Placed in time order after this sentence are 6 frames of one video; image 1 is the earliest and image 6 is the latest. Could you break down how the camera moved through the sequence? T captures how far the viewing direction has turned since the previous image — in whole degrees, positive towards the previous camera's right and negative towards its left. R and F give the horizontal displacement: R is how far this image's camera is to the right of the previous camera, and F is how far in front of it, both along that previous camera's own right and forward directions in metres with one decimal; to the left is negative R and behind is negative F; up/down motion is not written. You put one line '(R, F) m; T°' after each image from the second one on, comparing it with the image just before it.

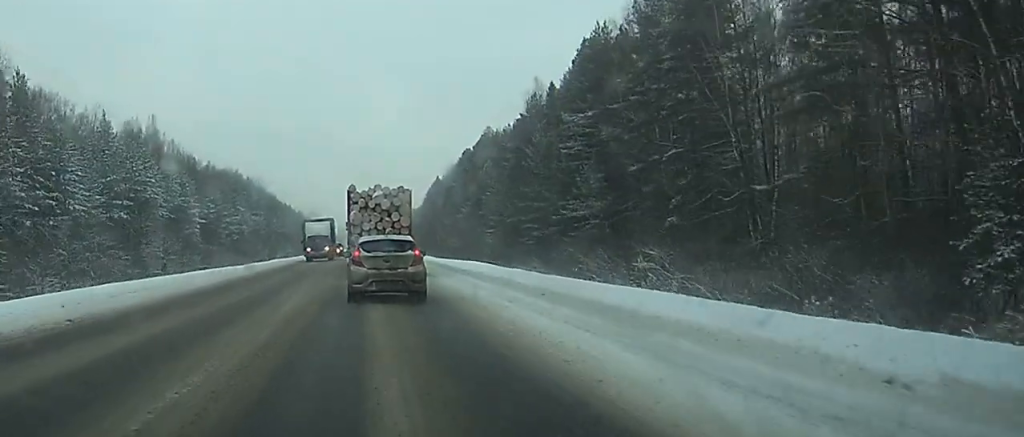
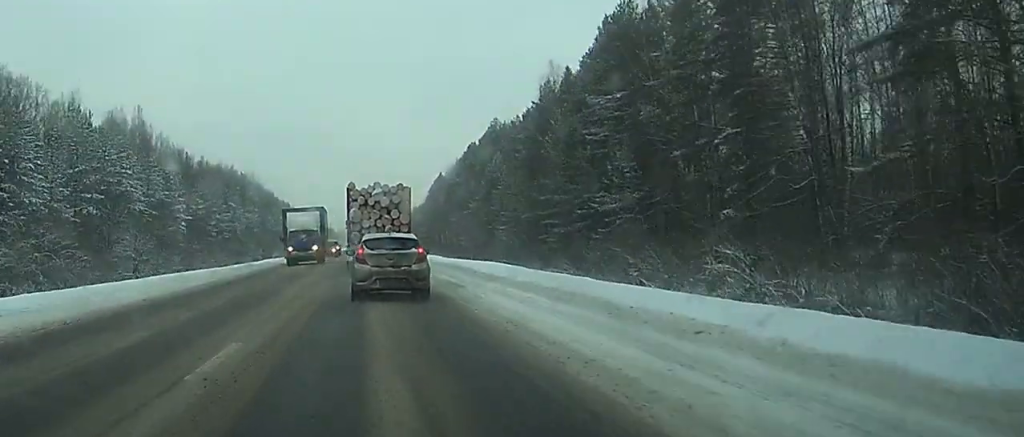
(0.0, +9.7) m; 0°
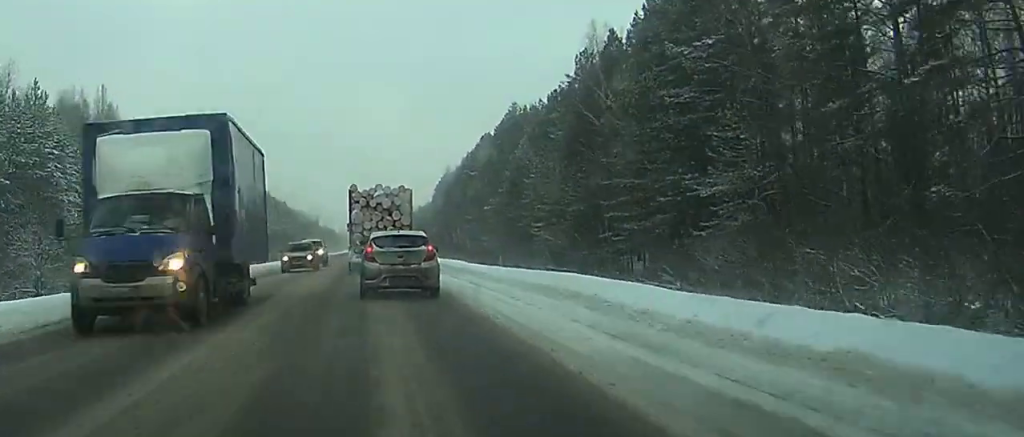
(0.0, +20.7) m; 0°
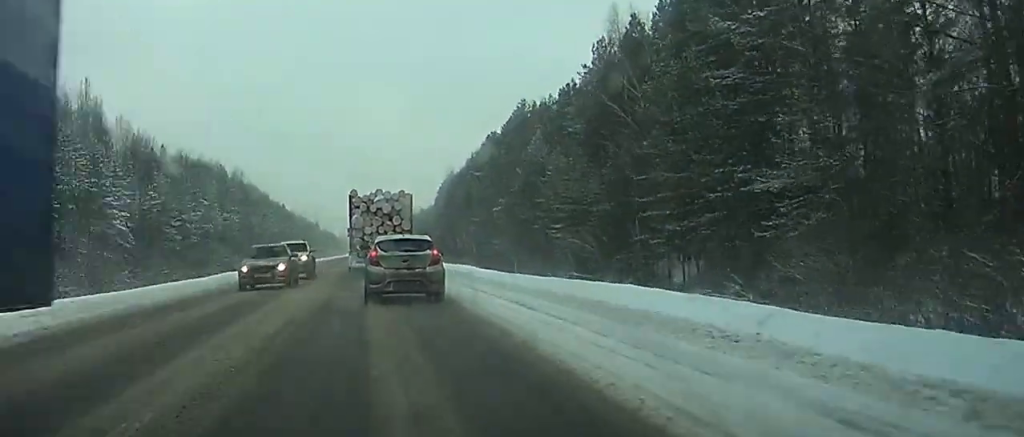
(0.0, +7.8) m; 0°
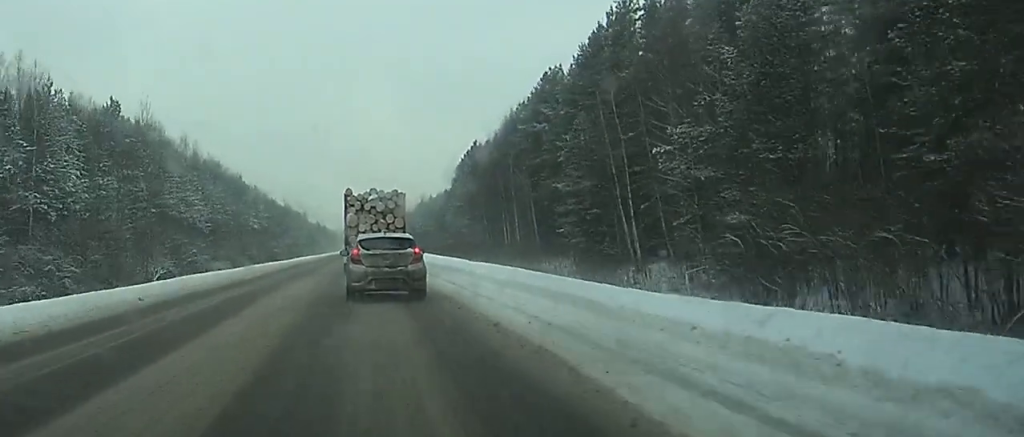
(-0.1, +60.8) m; 0°
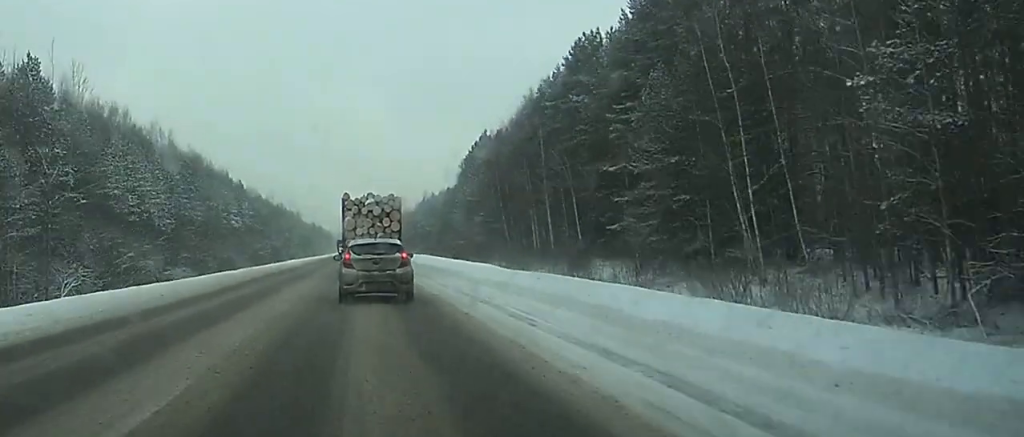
(0.0, +20.9) m; 0°
